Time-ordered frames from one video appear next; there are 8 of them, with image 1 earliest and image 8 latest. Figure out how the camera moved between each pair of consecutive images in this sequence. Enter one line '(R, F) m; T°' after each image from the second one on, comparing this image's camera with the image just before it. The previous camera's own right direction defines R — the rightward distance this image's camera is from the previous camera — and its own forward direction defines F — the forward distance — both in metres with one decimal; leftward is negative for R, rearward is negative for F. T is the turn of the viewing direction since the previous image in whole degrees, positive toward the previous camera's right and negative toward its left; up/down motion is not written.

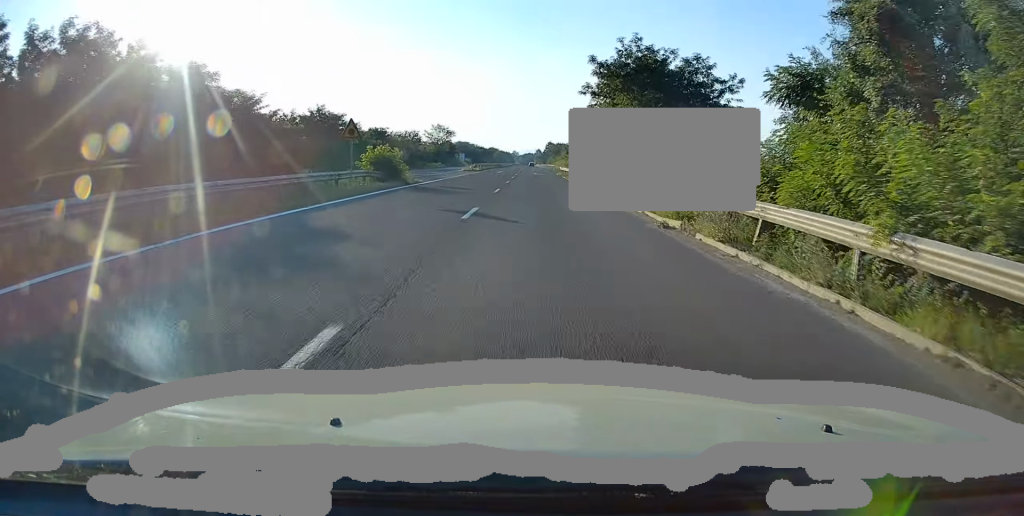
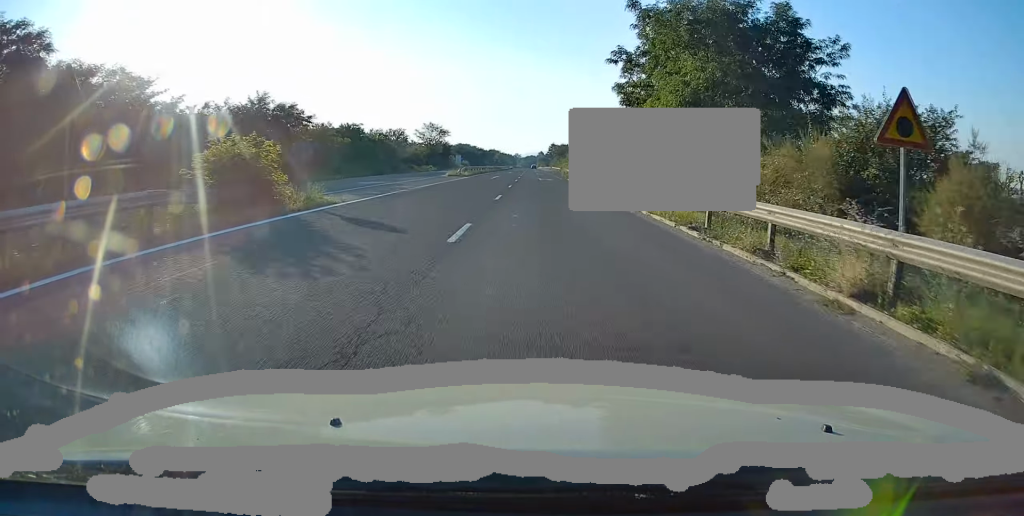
(+0.1, +15.7) m; 0°
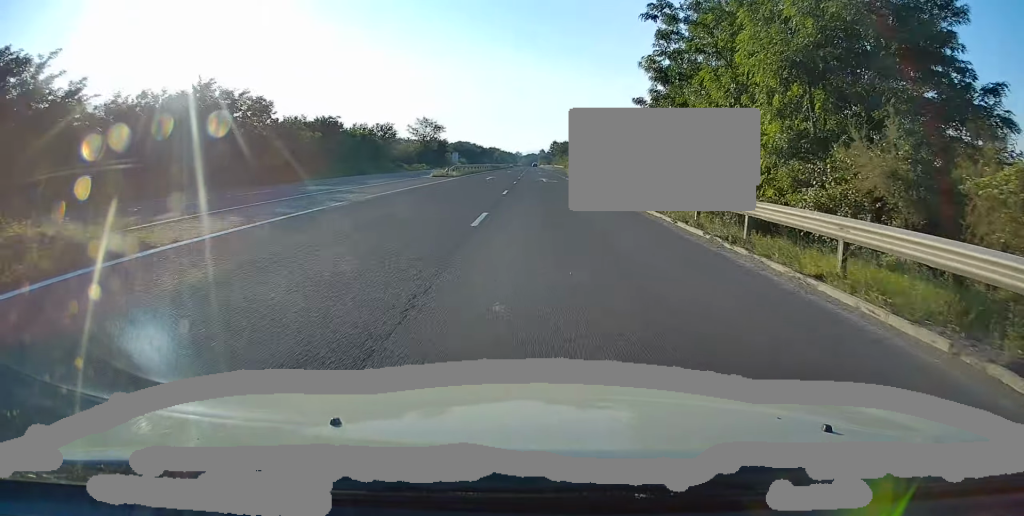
(0.0, +9.7) m; 0°
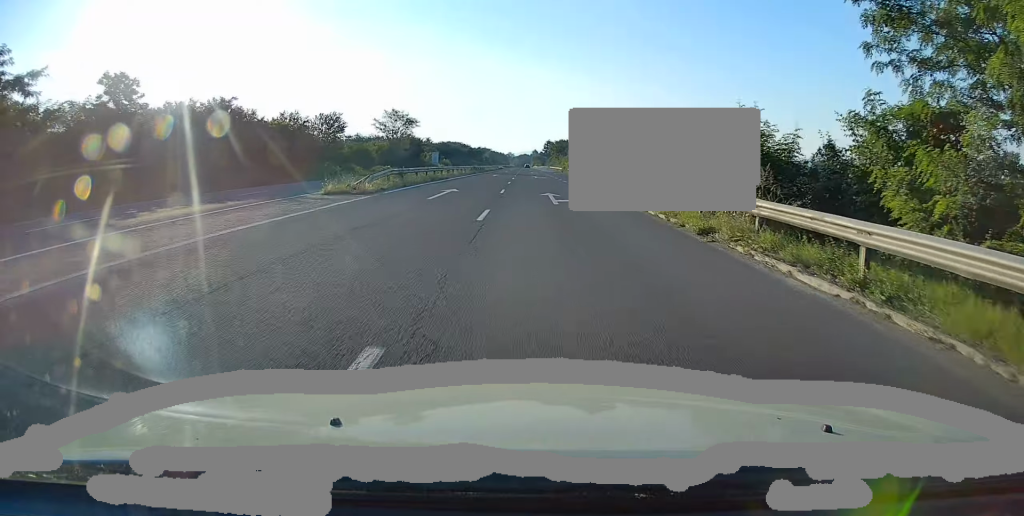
(-0.1, +23.3) m; 0°
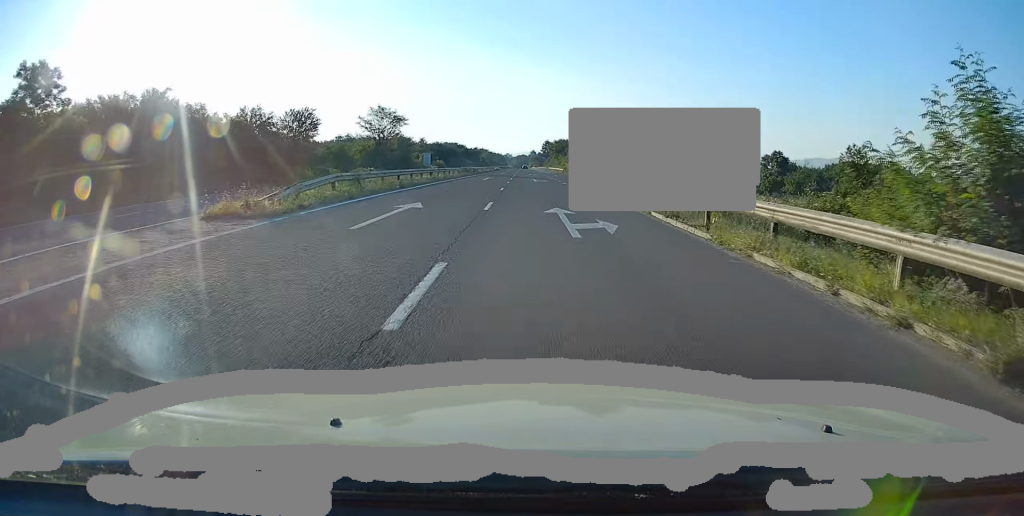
(-0.1, +8.6) m; 0°
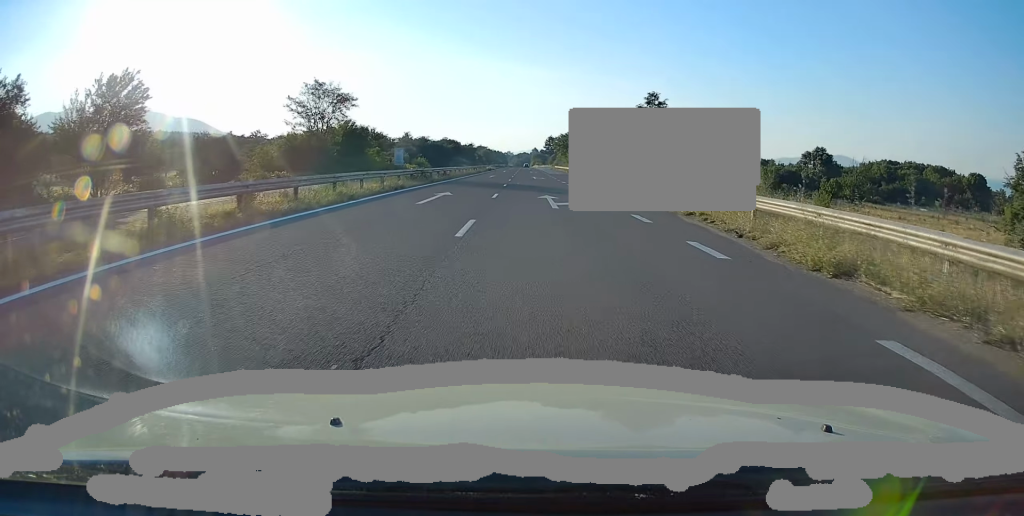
(+0.3, +30.5) m; 0°
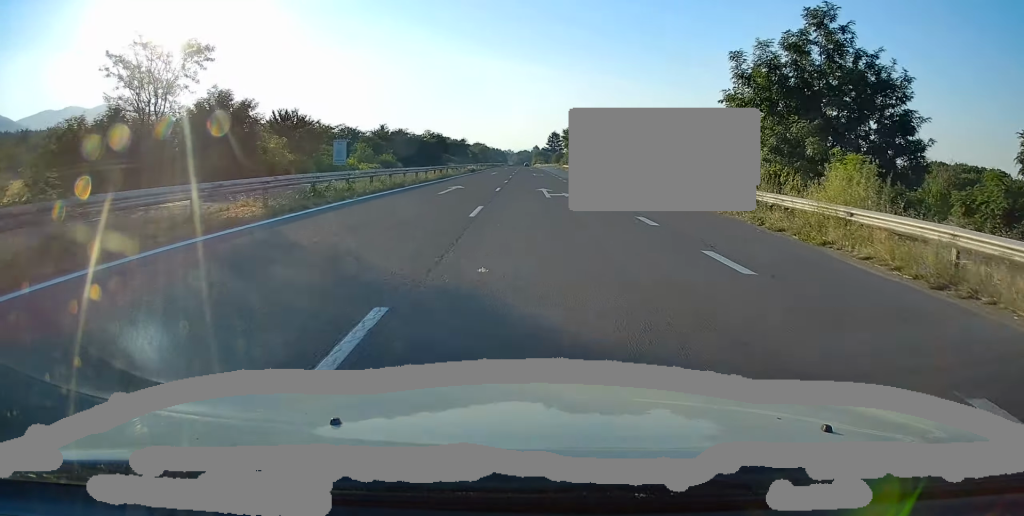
(+0.3, +32.3) m; +1°
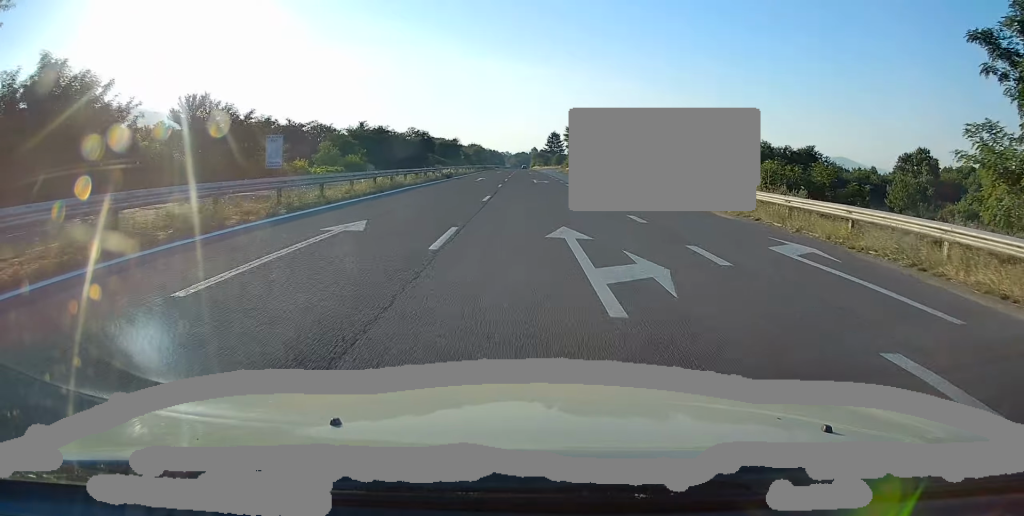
(-0.1, +17.9) m; -1°
